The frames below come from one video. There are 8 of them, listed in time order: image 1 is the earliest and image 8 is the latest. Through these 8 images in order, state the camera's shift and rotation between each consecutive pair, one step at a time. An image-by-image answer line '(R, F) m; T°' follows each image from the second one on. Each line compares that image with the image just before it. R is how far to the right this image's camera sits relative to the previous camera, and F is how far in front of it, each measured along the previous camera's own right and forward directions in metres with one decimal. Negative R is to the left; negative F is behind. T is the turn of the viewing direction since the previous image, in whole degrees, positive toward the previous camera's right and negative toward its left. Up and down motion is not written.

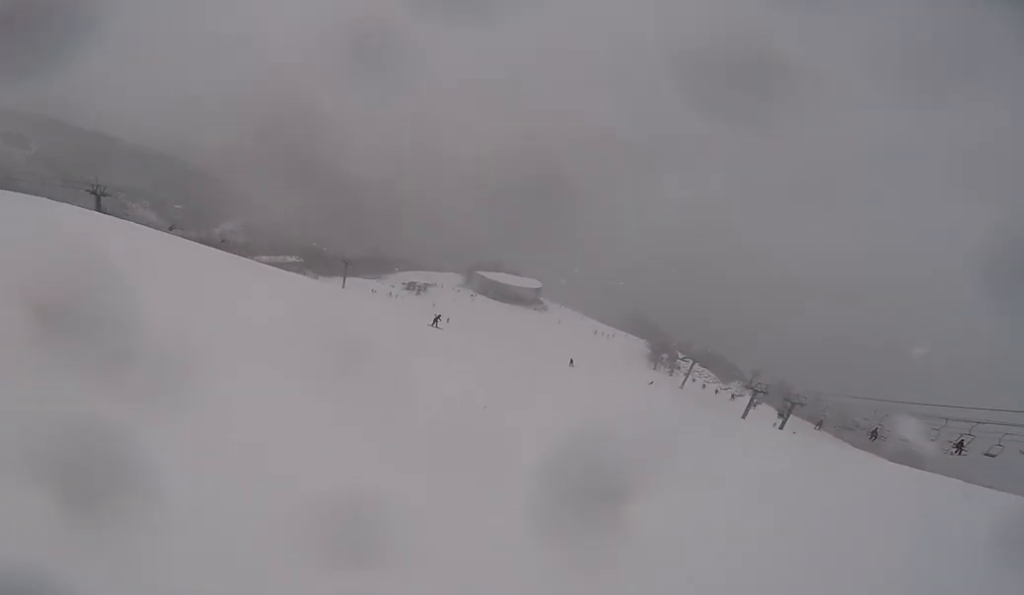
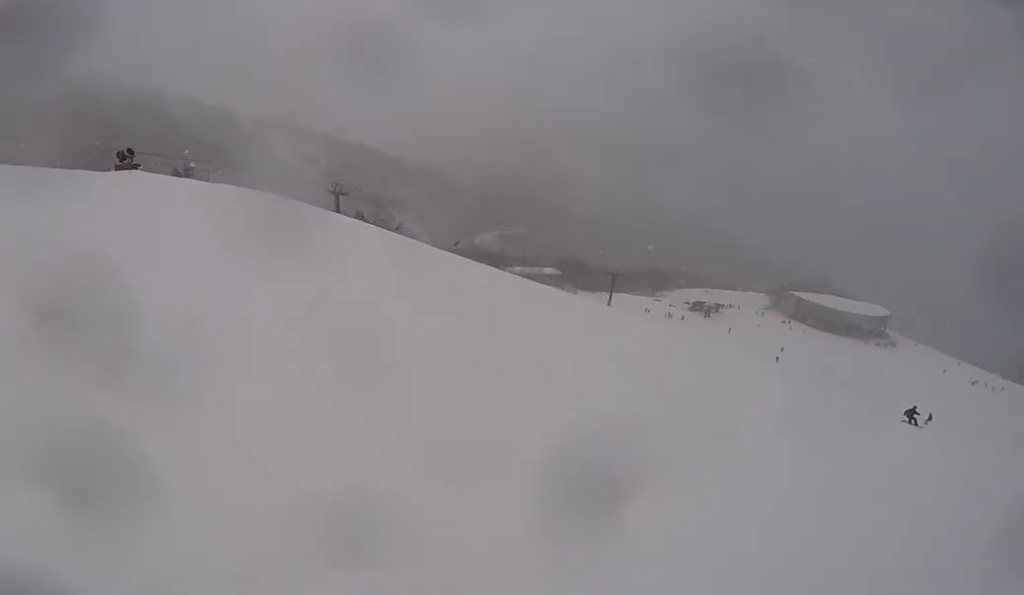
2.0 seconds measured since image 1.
(-5.6, +11.1) m; -52°
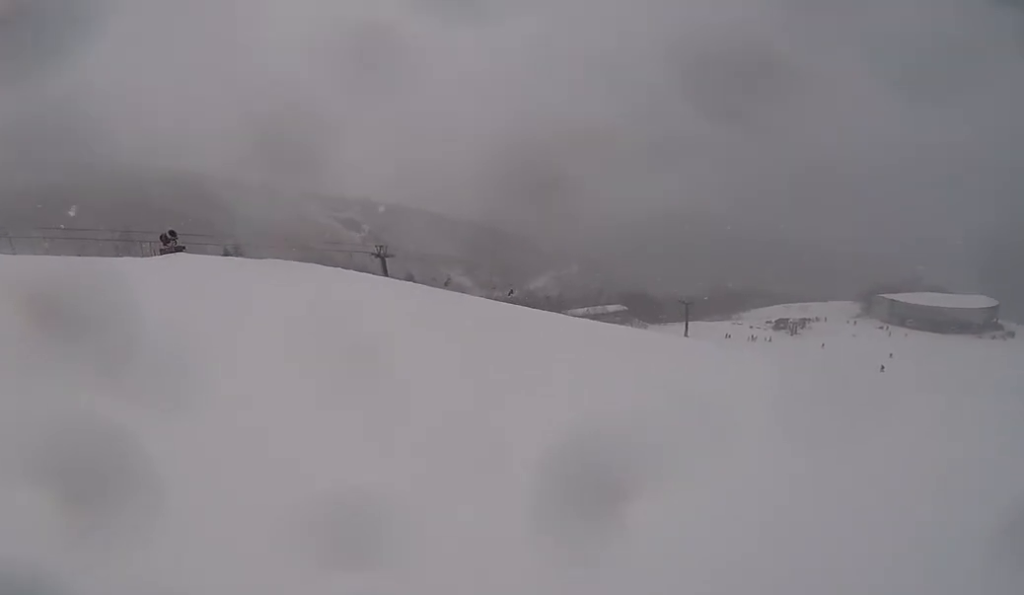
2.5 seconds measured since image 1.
(-0.2, +2.7) m; -5°
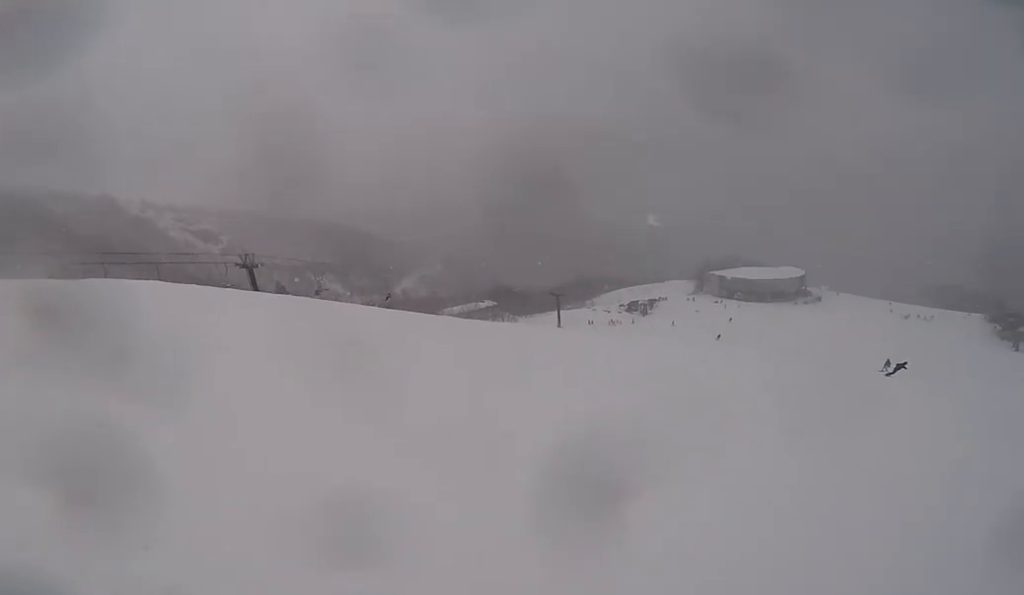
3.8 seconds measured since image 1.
(-0.1, +8.3) m; +6°
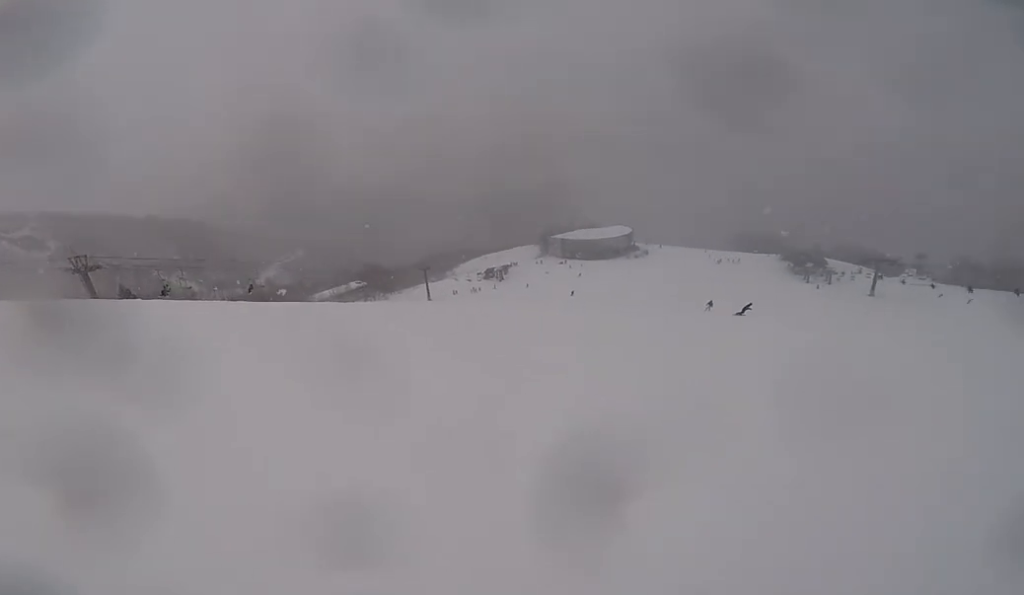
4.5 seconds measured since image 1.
(+0.1, +3.5) m; +14°
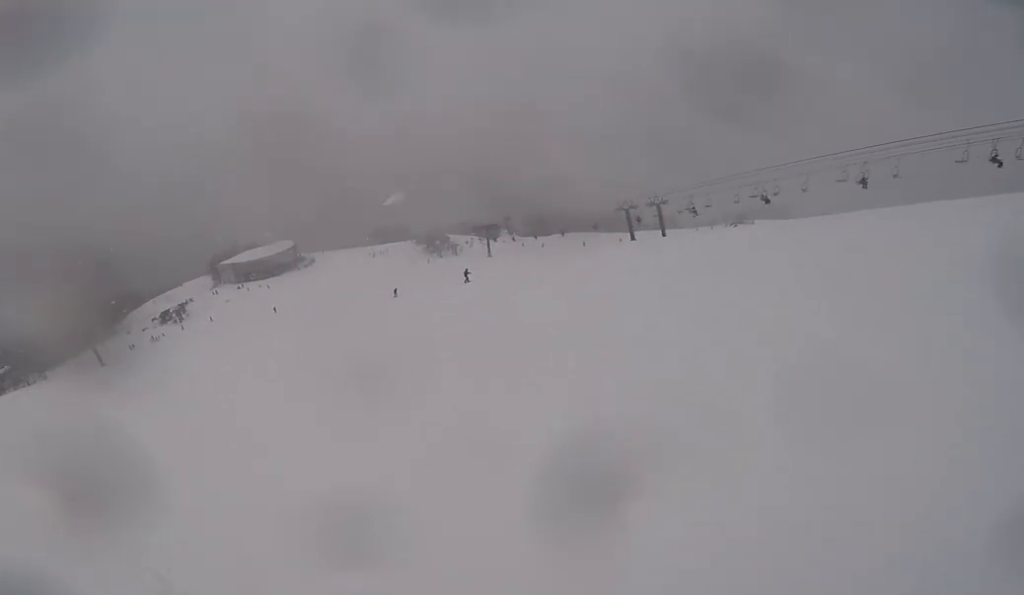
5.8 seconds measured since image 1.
(+2.9, +5.5) m; +49°
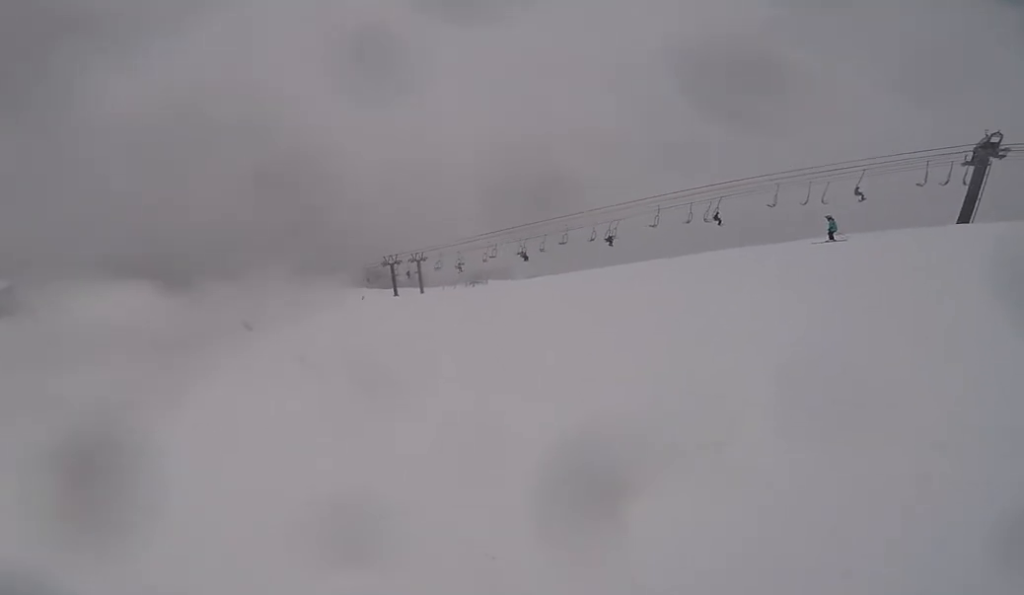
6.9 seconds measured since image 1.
(+1.5, +6.3) m; +24°
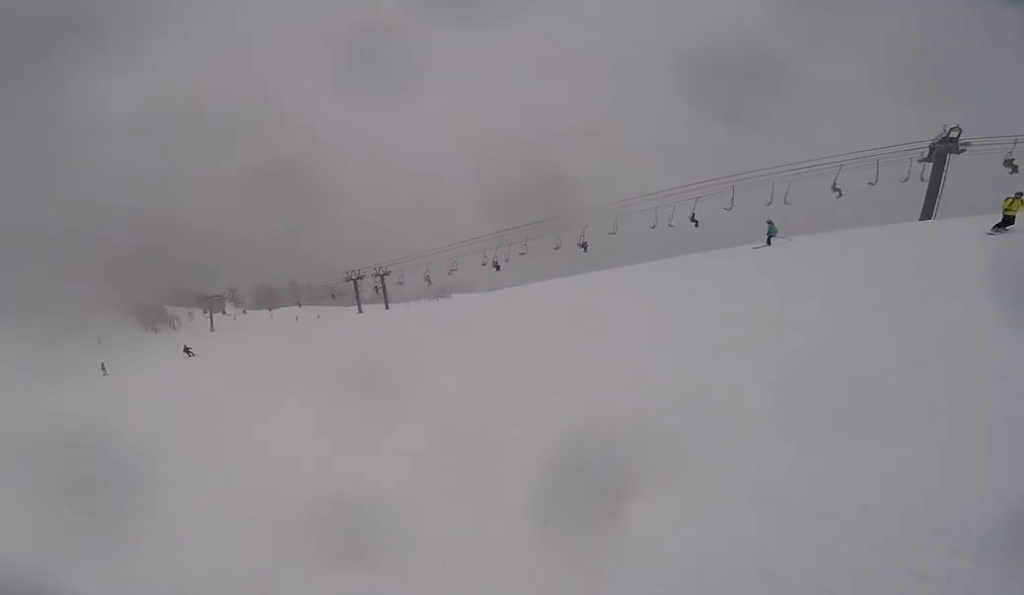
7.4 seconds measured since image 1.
(0.0, +2.8) m; +5°
